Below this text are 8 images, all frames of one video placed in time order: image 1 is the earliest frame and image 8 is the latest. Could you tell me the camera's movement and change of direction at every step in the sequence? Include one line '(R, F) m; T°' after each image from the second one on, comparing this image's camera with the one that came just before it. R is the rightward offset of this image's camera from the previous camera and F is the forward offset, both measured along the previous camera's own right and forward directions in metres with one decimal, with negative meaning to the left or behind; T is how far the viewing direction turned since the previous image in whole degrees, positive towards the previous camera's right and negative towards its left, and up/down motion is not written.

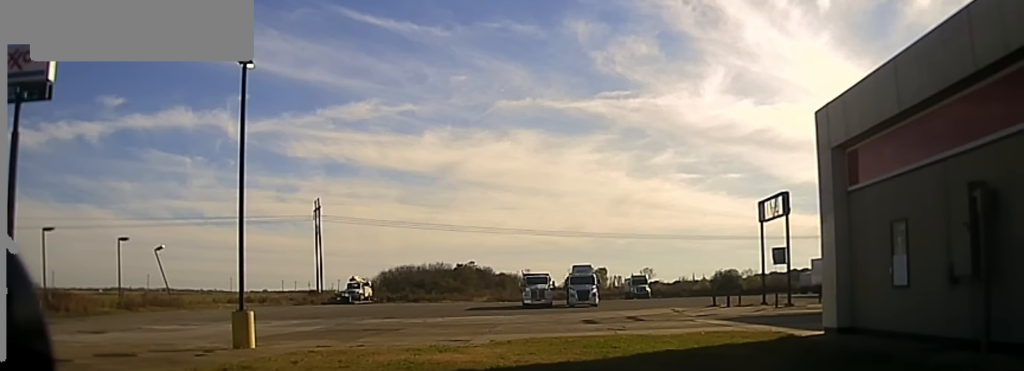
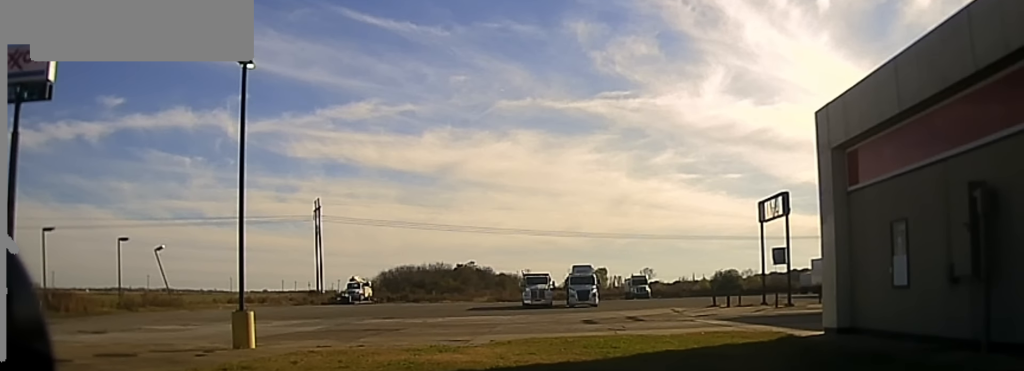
(0.0, +0.3) m; 0°
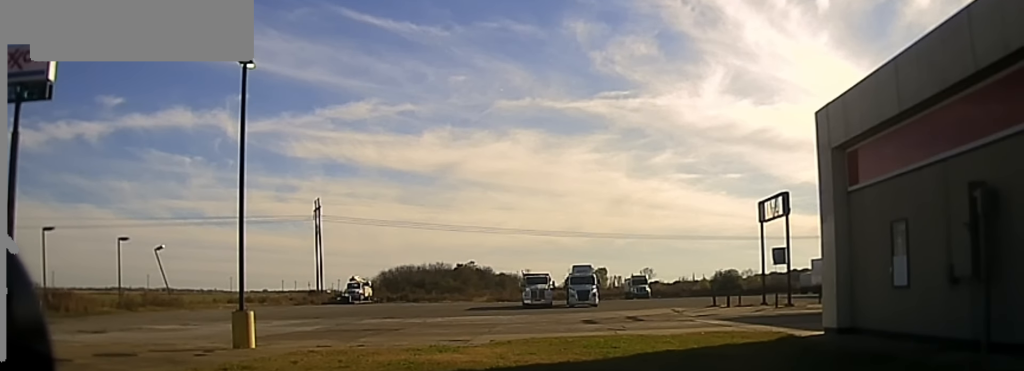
(0.0, +0.2) m; 0°
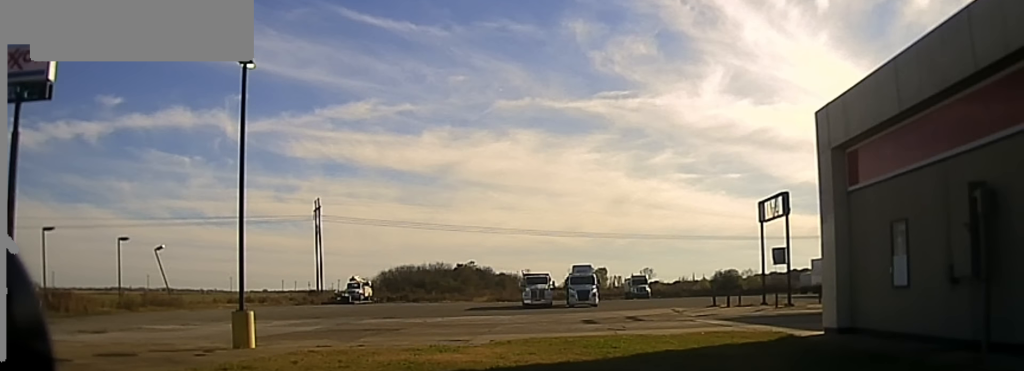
(0.0, +0.1) m; 0°
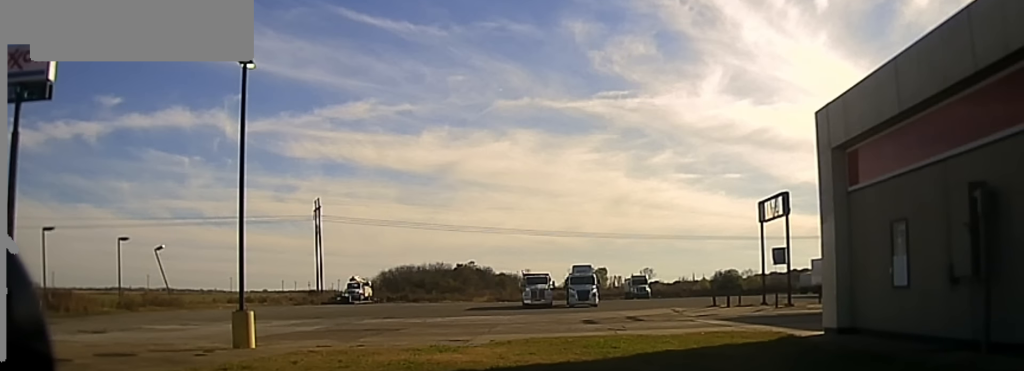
(0.0, 0.0) m; 0°
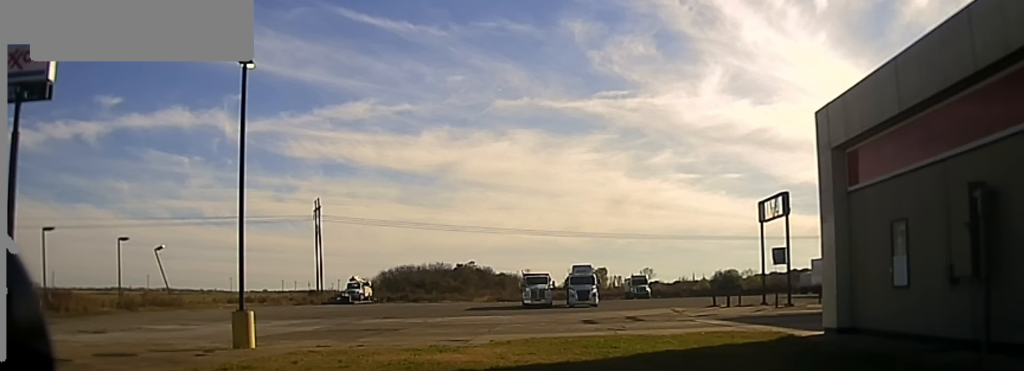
(0.0, 0.0) m; 0°
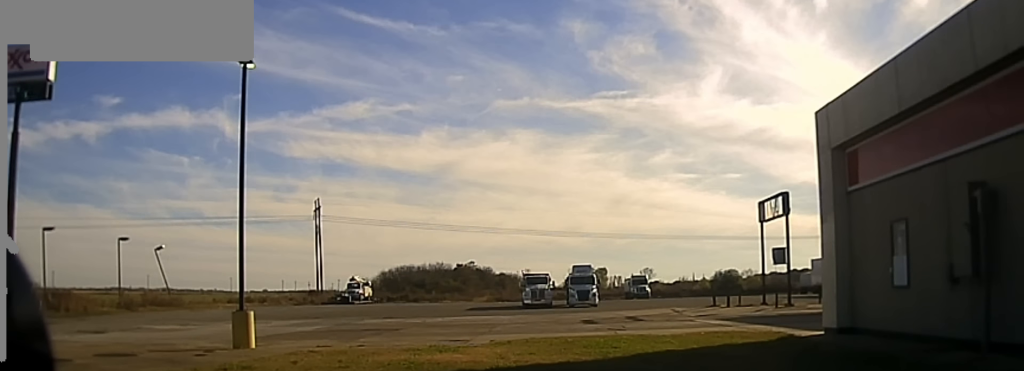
(0.0, 0.0) m; 0°
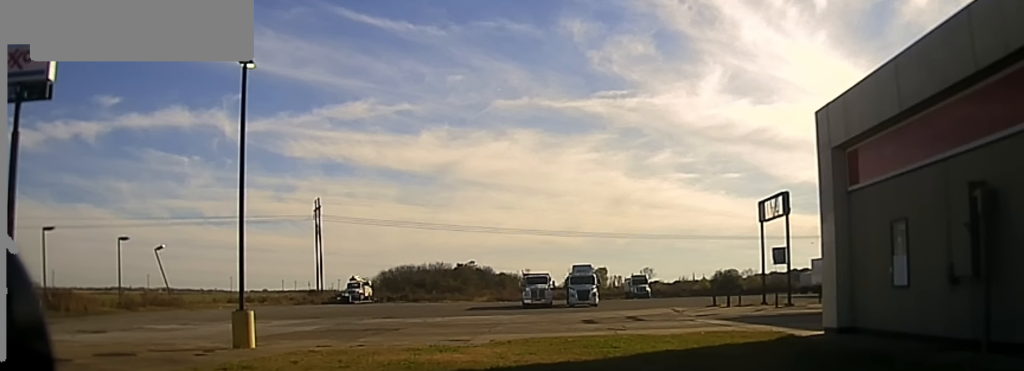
(0.0, 0.0) m; 0°
